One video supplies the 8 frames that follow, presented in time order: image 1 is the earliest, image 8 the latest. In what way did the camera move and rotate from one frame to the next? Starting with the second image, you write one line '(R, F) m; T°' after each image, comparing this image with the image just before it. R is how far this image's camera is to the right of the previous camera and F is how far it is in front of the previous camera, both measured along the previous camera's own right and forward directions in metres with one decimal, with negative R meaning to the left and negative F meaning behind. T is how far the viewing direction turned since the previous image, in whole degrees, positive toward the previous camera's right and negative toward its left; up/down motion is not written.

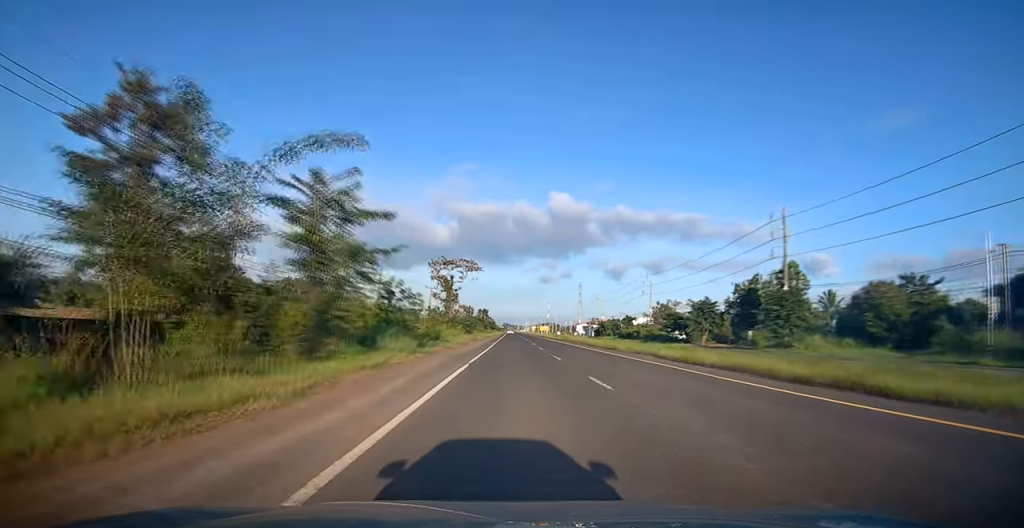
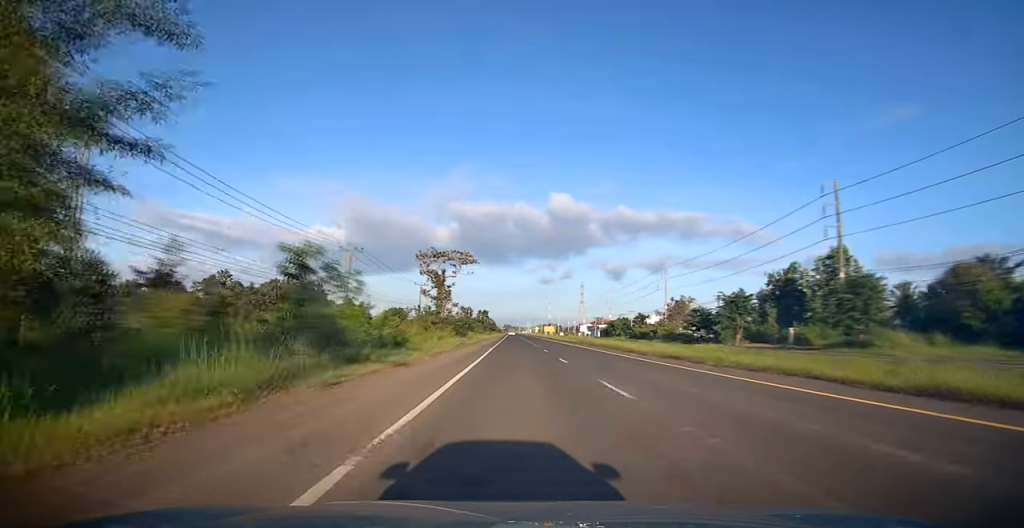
(0.0, +14.1) m; 0°
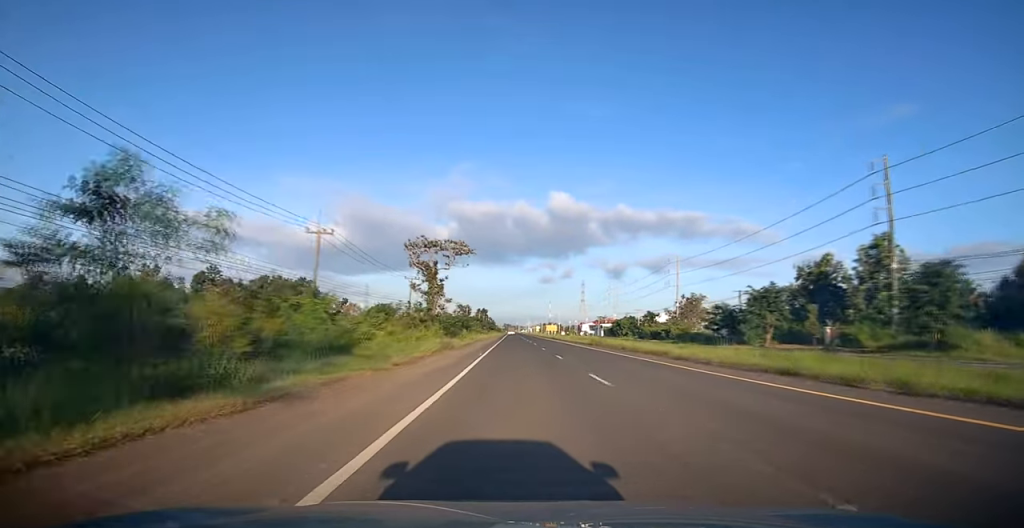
(-0.2, +10.0) m; 0°
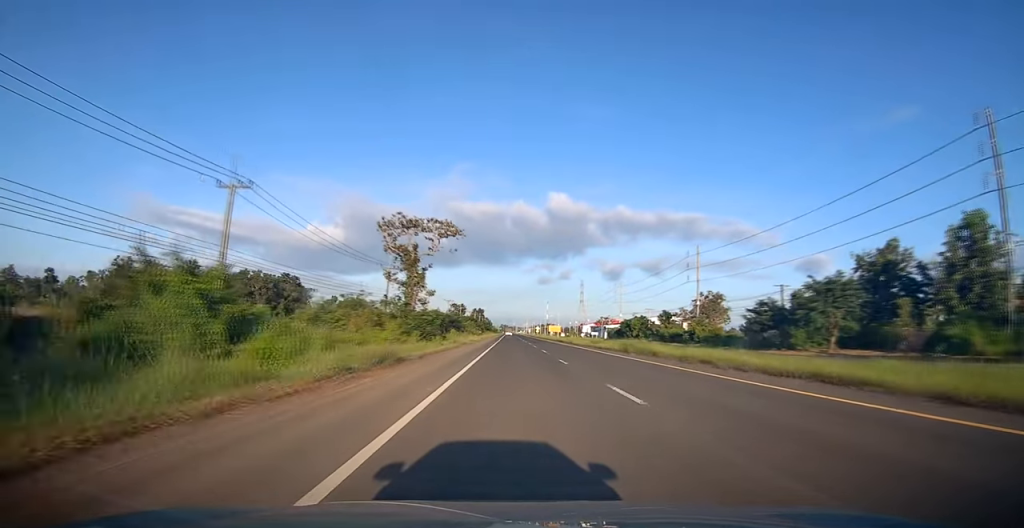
(+0.1, +15.8) m; +1°
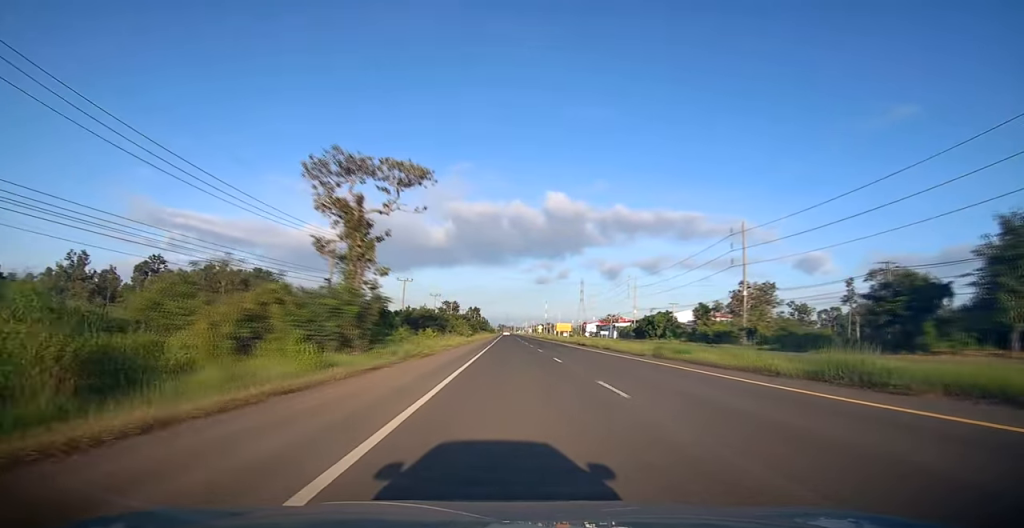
(+0.3, +24.0) m; +1°
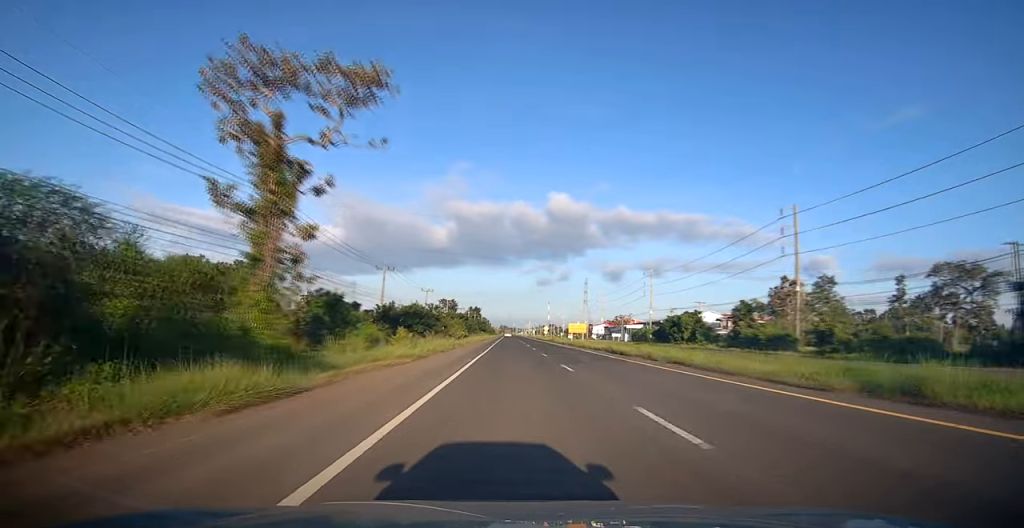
(0.0, +16.5) m; 0°
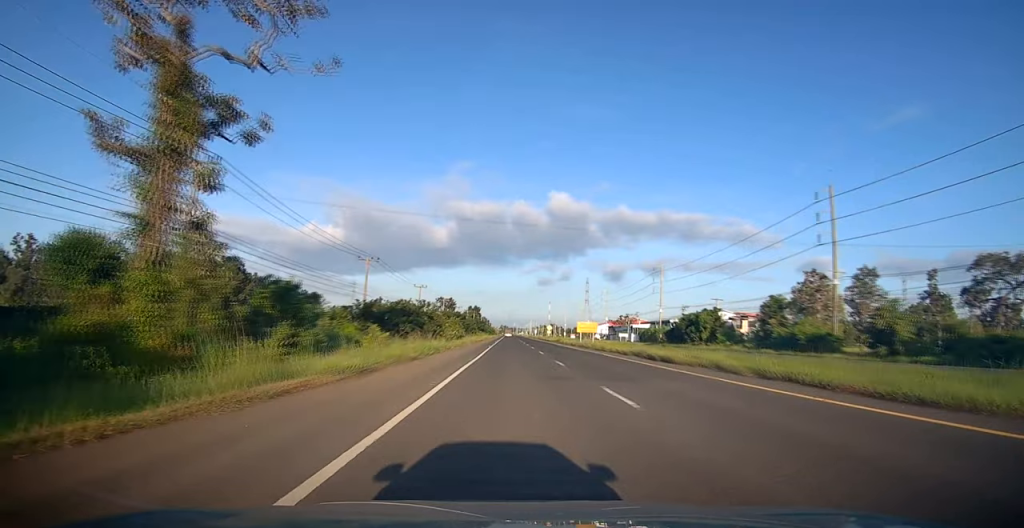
(0.0, +9.1) m; 0°
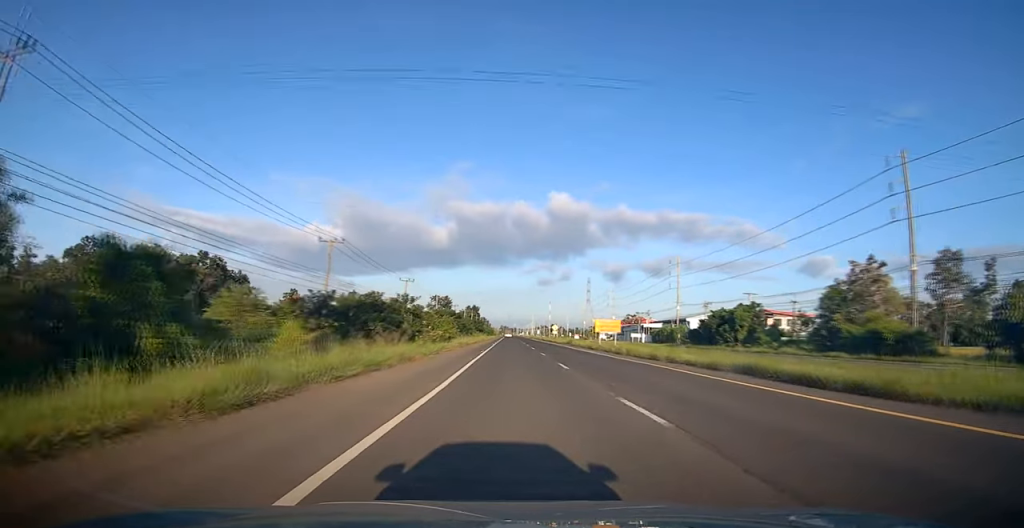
(-0.1, +14.1) m; -1°
